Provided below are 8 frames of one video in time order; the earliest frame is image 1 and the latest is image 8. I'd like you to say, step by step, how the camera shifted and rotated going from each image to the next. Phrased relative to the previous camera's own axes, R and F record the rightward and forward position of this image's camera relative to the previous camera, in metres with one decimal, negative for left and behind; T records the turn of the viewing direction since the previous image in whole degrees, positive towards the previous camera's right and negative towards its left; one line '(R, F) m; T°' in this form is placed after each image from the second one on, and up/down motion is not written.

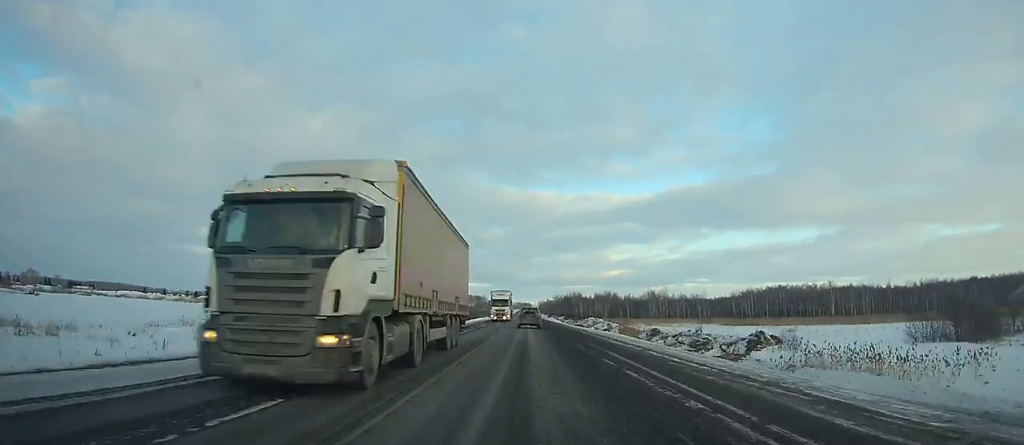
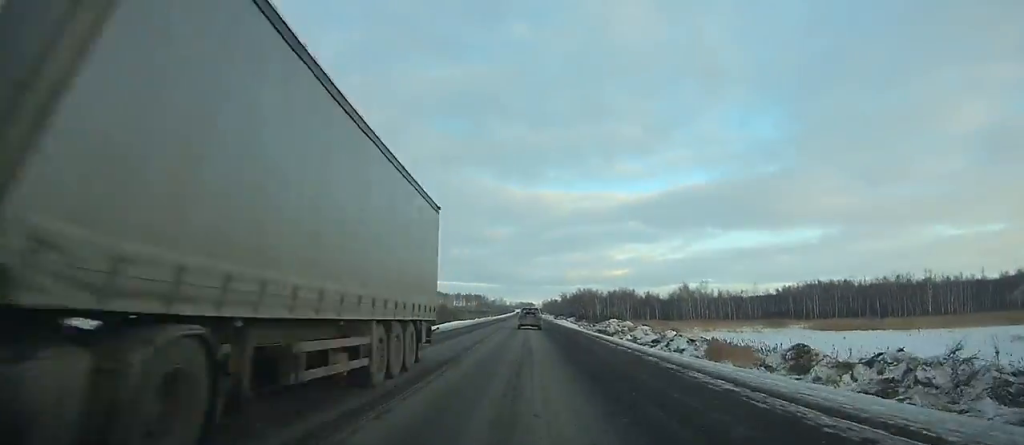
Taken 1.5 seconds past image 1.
(+0.1, +42.9) m; 0°
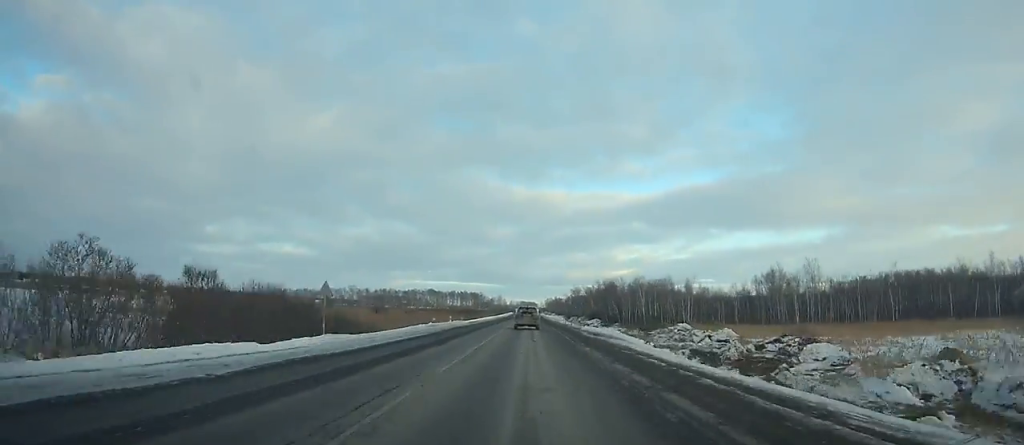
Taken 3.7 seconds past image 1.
(-0.1, +63.1) m; 0°
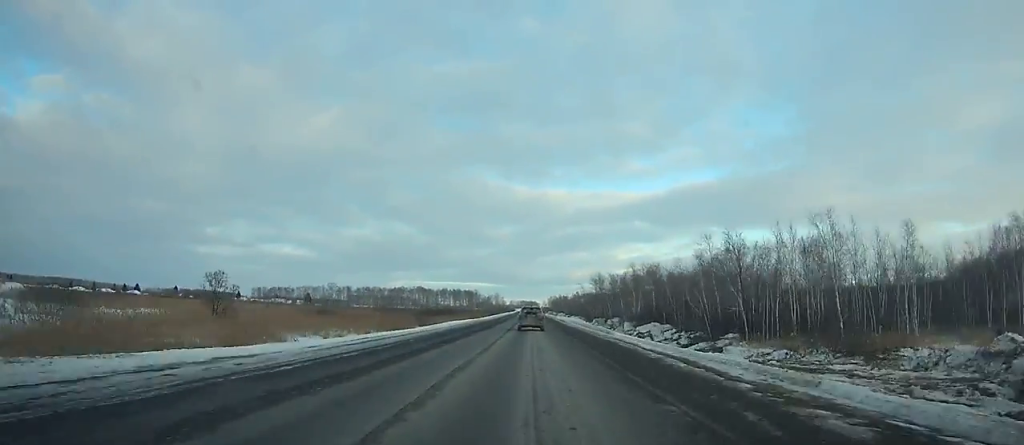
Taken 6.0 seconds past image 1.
(0.0, +66.1) m; 0°
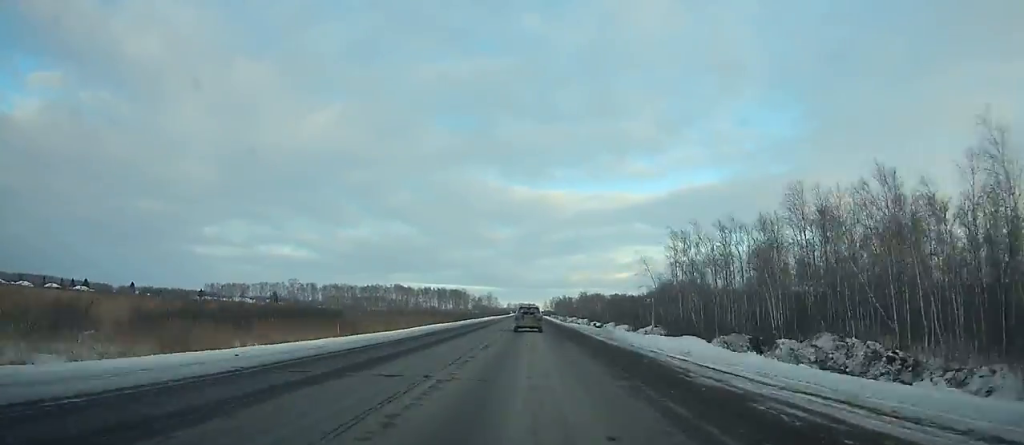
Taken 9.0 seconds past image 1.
(+0.1, +86.6) m; 0°
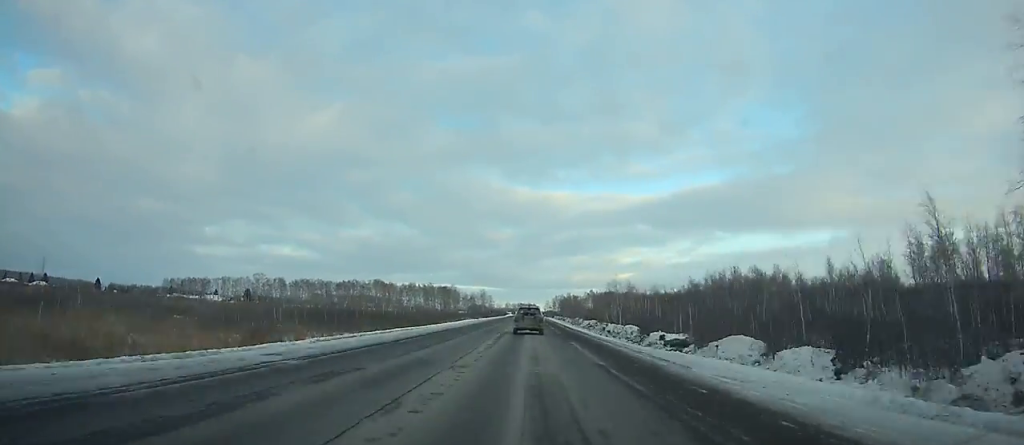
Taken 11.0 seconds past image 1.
(0.0, +57.9) m; 0°
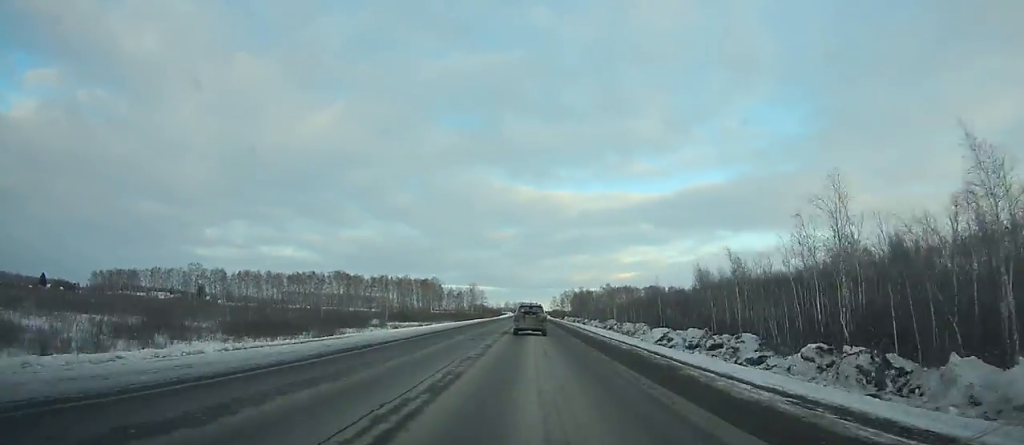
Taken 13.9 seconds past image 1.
(-0.1, +84.0) m; 0°
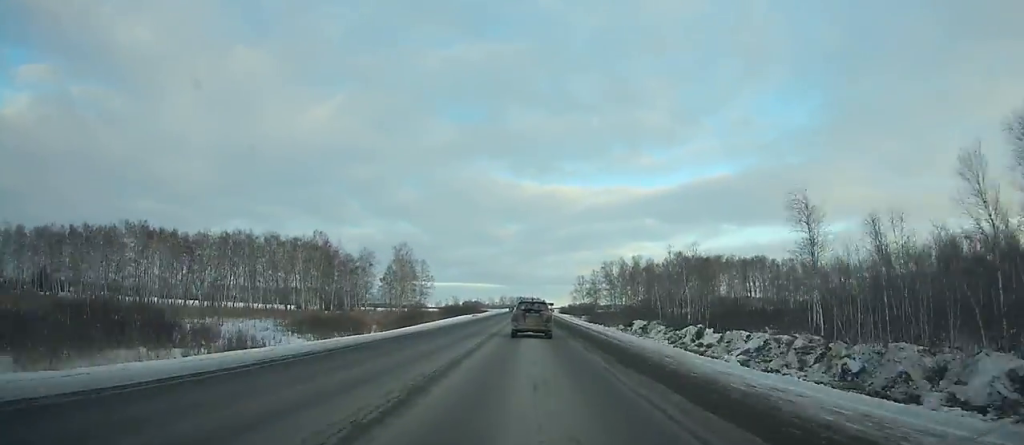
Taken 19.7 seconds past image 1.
(-0.1, +167.7) m; 0°
